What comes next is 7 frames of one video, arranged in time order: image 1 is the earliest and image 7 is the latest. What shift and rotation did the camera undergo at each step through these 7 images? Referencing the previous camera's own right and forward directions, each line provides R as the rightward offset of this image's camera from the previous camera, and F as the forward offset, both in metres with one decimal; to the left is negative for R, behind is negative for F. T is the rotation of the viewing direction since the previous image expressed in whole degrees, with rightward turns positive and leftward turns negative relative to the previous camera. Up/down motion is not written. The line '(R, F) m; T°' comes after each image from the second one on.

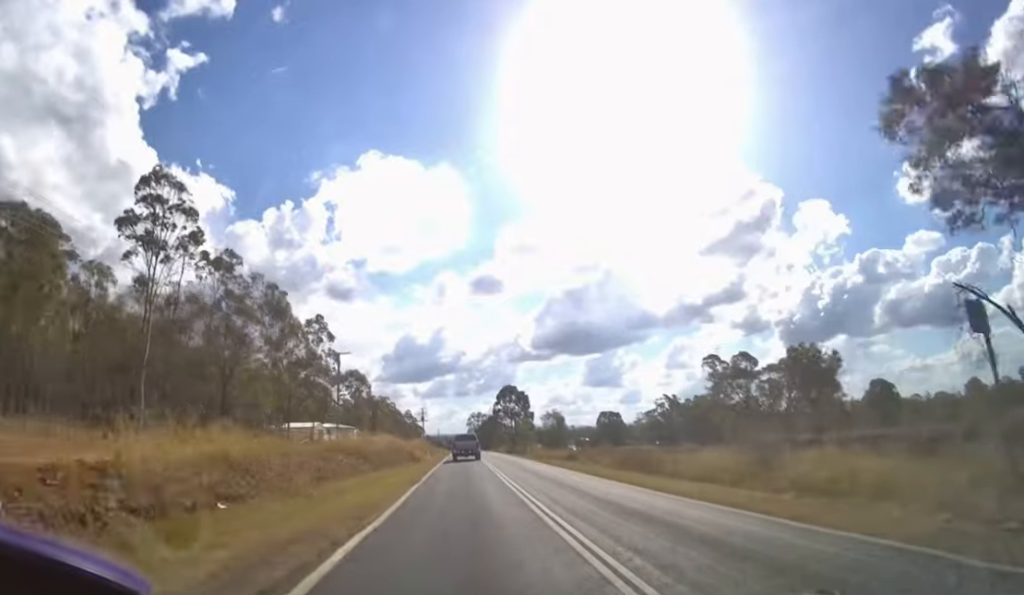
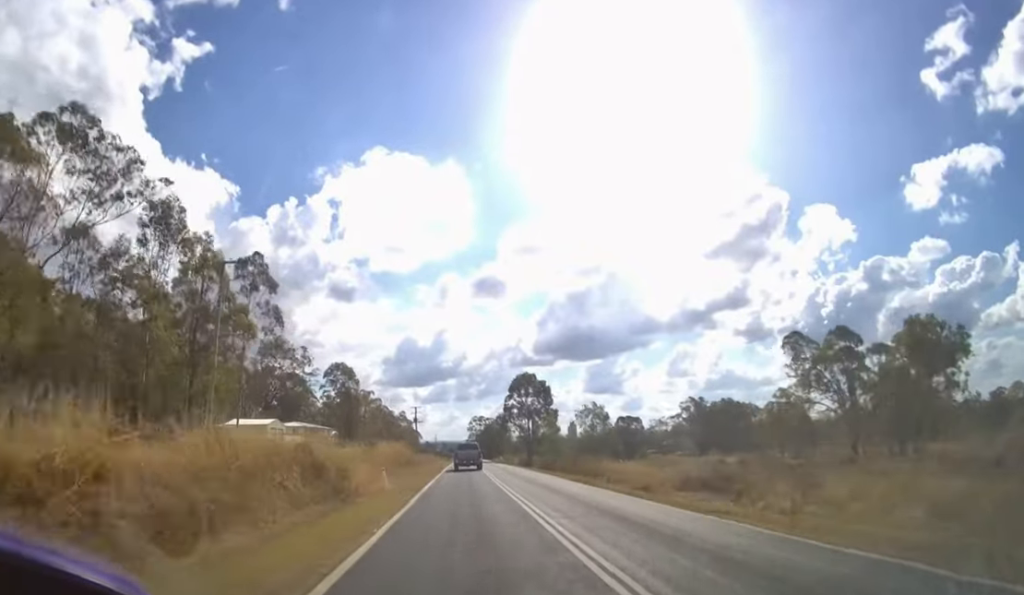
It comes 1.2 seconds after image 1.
(0.0, +24.7) m; 0°
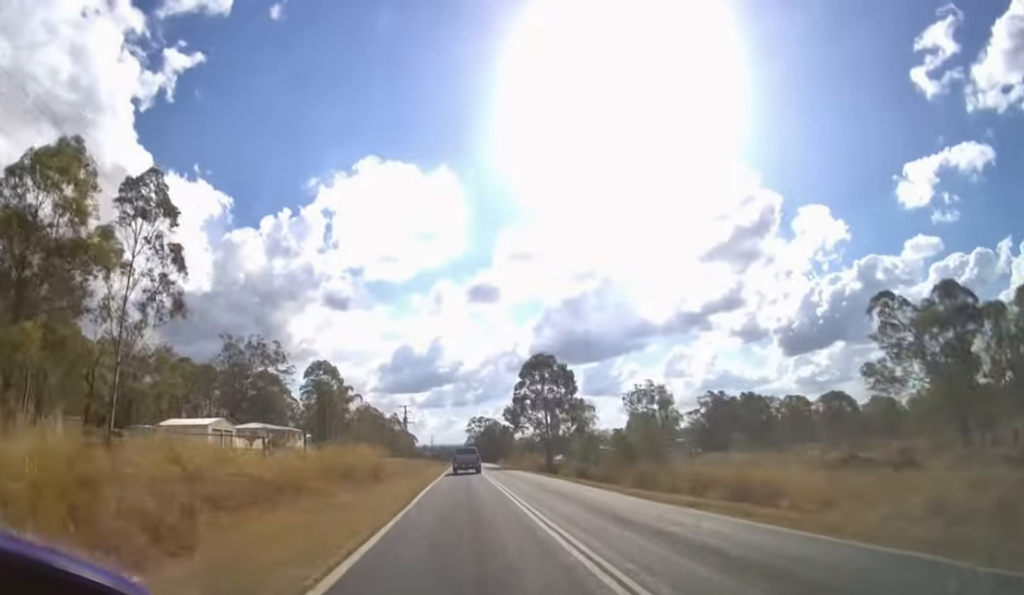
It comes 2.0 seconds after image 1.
(0.0, +19.2) m; 0°
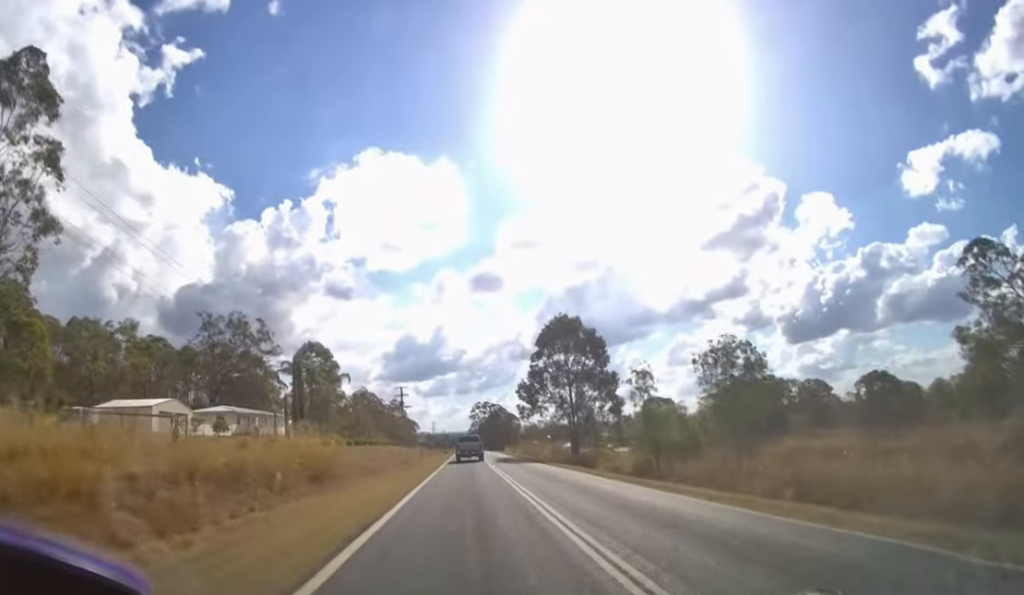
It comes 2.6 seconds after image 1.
(0.0, +13.5) m; 0°
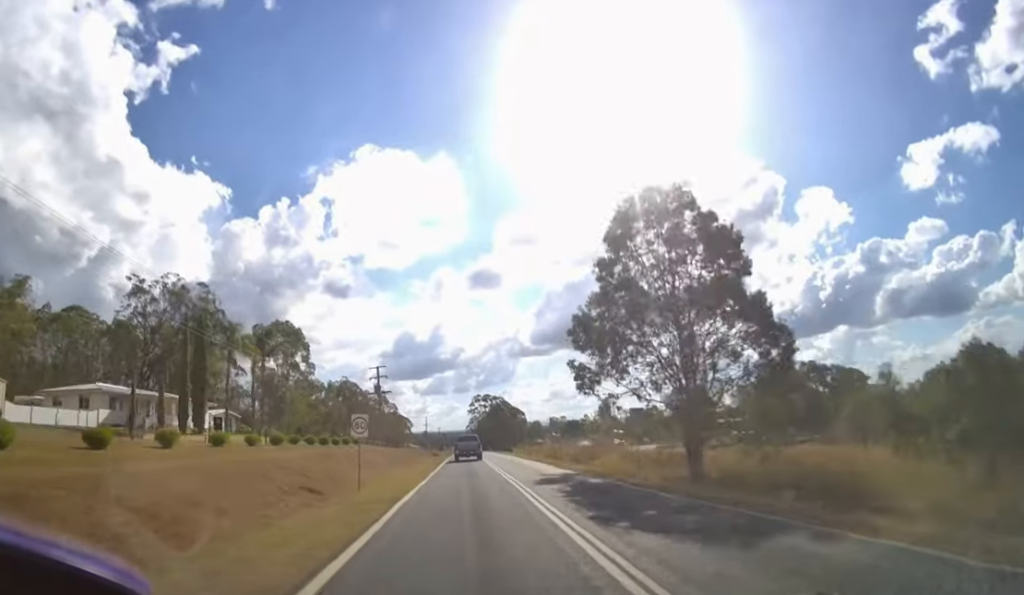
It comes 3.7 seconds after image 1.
(0.0, +29.7) m; 0°
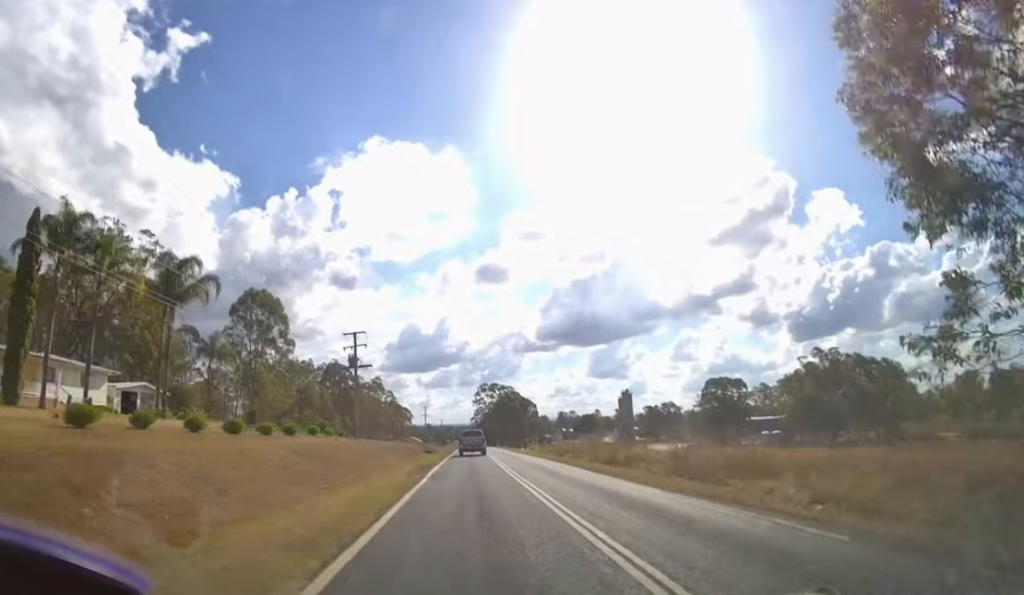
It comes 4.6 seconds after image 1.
(0.0, +20.3) m; 0°
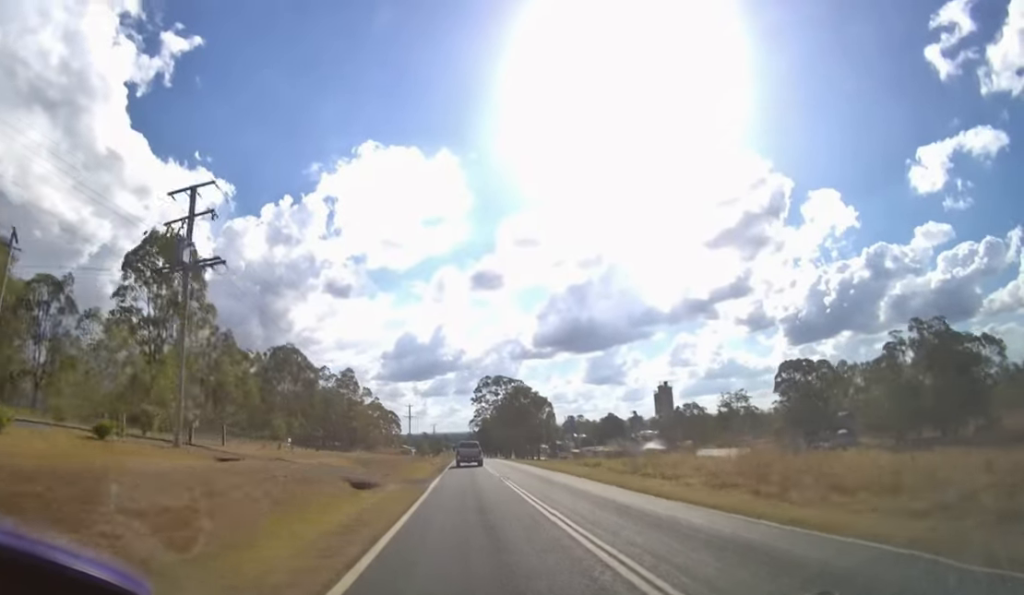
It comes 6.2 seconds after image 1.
(0.0, +35.0) m; 0°
